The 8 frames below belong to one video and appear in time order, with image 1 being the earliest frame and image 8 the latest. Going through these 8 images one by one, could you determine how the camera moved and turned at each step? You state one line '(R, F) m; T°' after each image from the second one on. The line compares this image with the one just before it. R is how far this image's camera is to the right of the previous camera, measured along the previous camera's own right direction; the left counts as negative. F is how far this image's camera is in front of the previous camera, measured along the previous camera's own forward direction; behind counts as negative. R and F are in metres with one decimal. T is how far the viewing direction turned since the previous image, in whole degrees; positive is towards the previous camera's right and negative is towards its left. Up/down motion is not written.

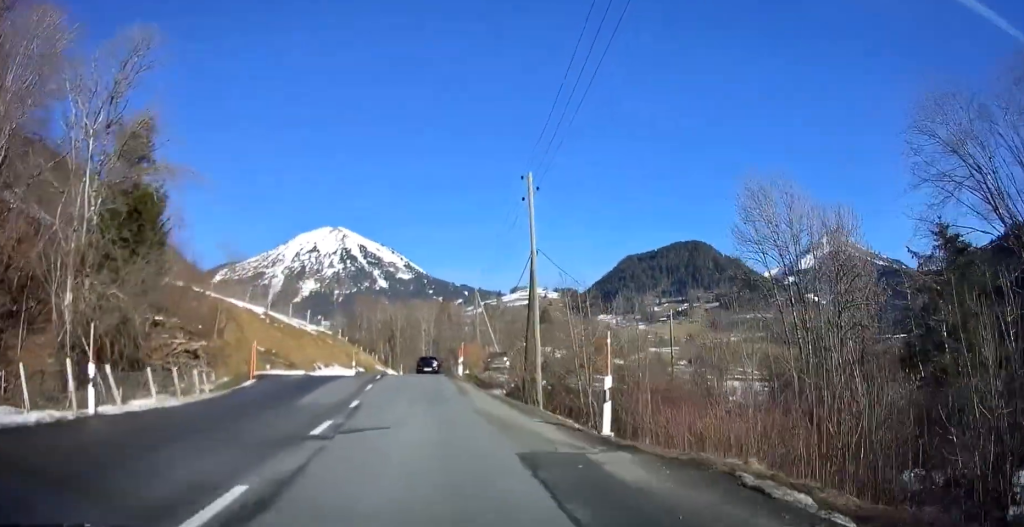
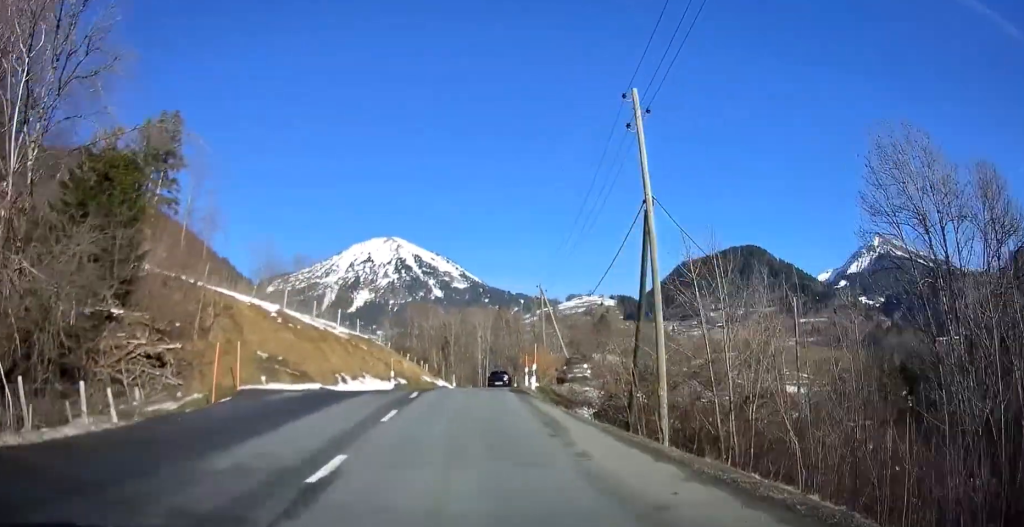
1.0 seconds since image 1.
(-0.7, +9.4) m; -5°
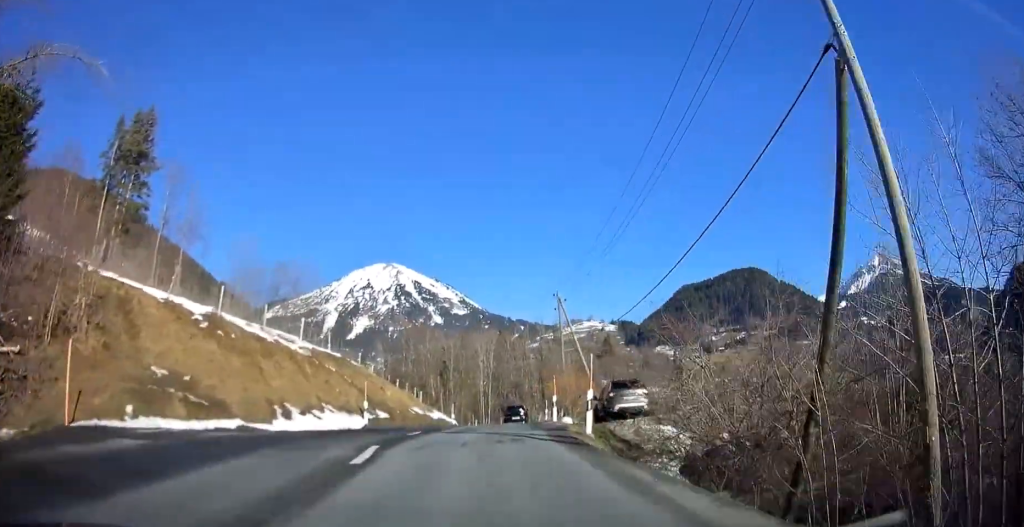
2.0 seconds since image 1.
(-0.1, +9.8) m; 0°
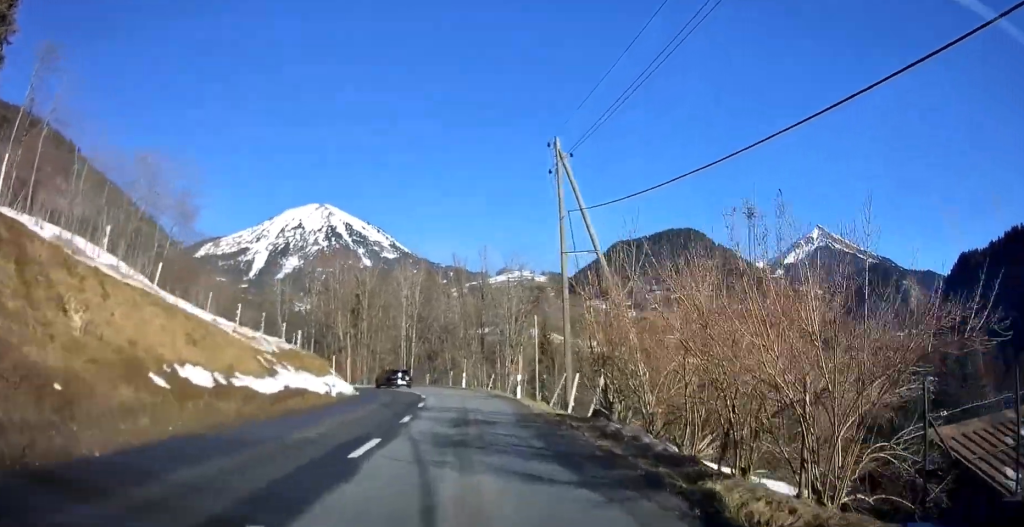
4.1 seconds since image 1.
(+0.7, +22.8) m; +4°
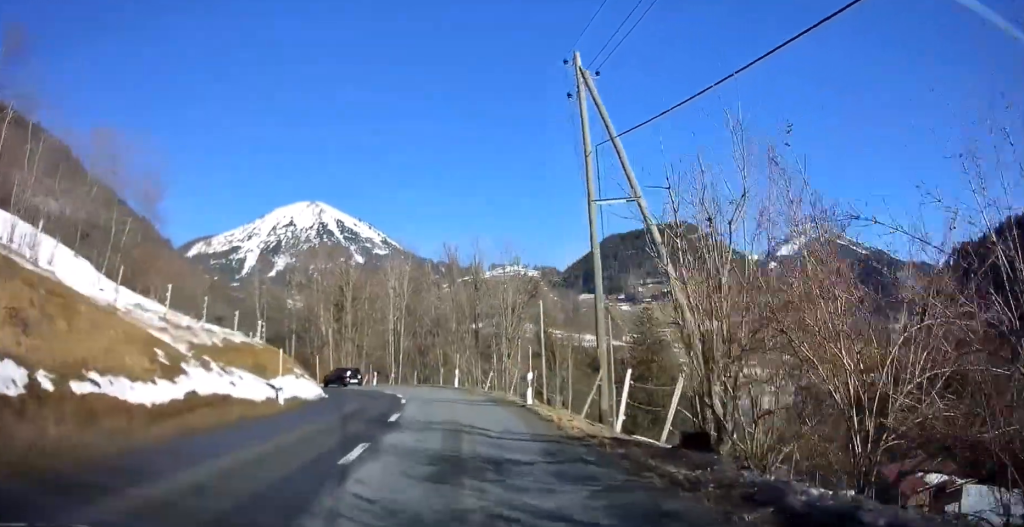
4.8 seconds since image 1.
(+0.1, +6.6) m; +1°
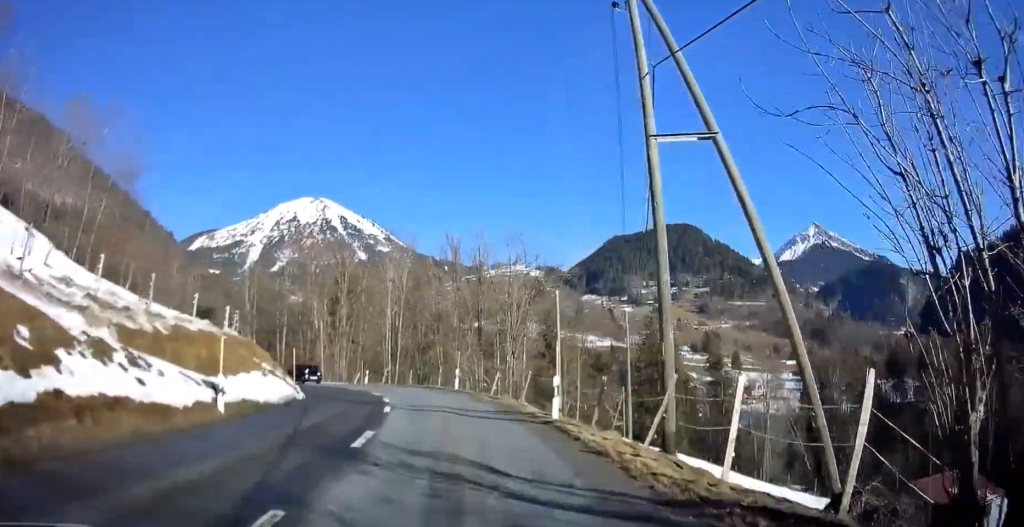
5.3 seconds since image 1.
(0.0, +5.1) m; 0°
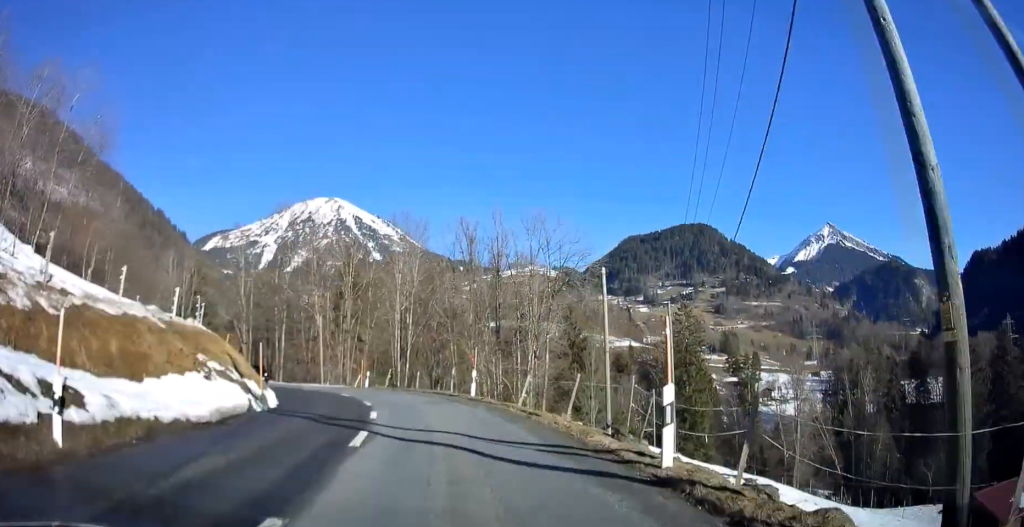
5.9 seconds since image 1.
(0.0, +6.3) m; -1°
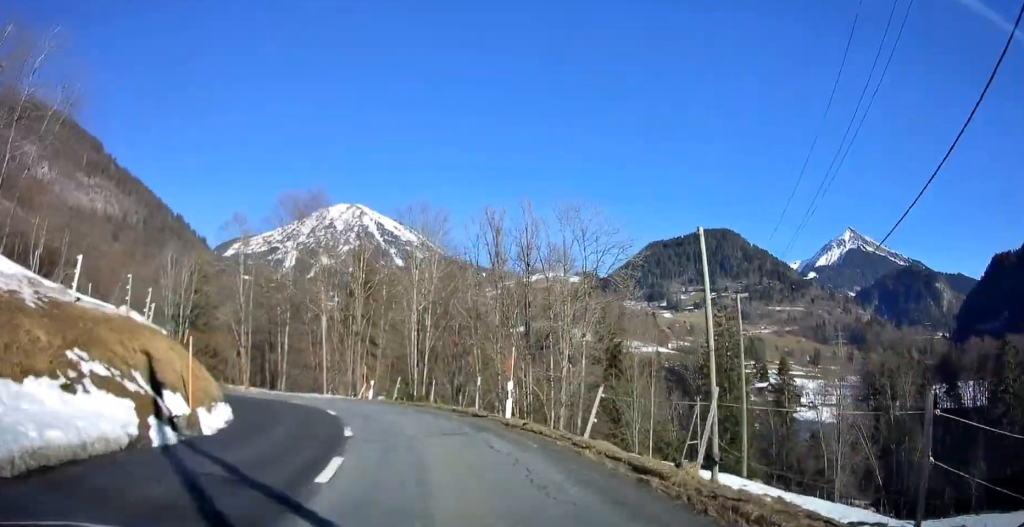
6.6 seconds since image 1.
(0.0, +7.3) m; -2°
